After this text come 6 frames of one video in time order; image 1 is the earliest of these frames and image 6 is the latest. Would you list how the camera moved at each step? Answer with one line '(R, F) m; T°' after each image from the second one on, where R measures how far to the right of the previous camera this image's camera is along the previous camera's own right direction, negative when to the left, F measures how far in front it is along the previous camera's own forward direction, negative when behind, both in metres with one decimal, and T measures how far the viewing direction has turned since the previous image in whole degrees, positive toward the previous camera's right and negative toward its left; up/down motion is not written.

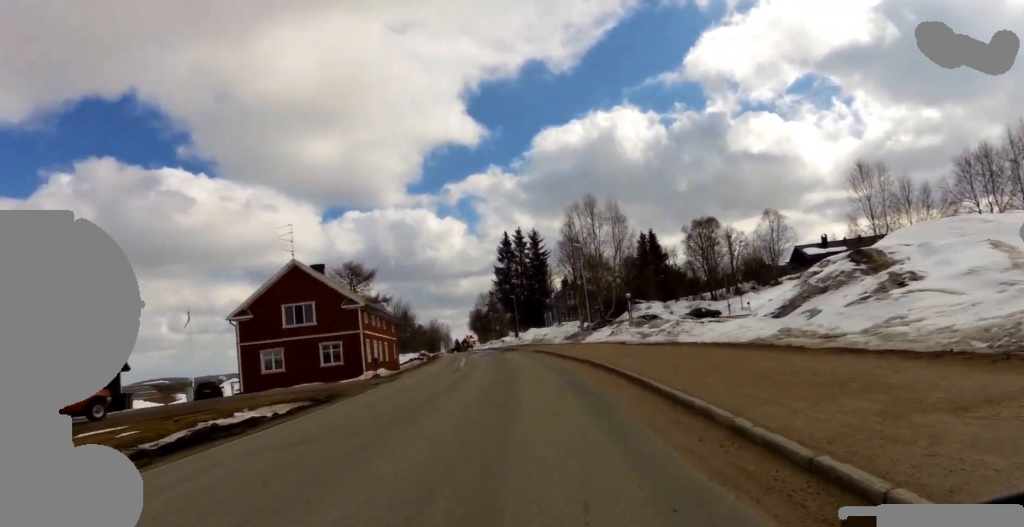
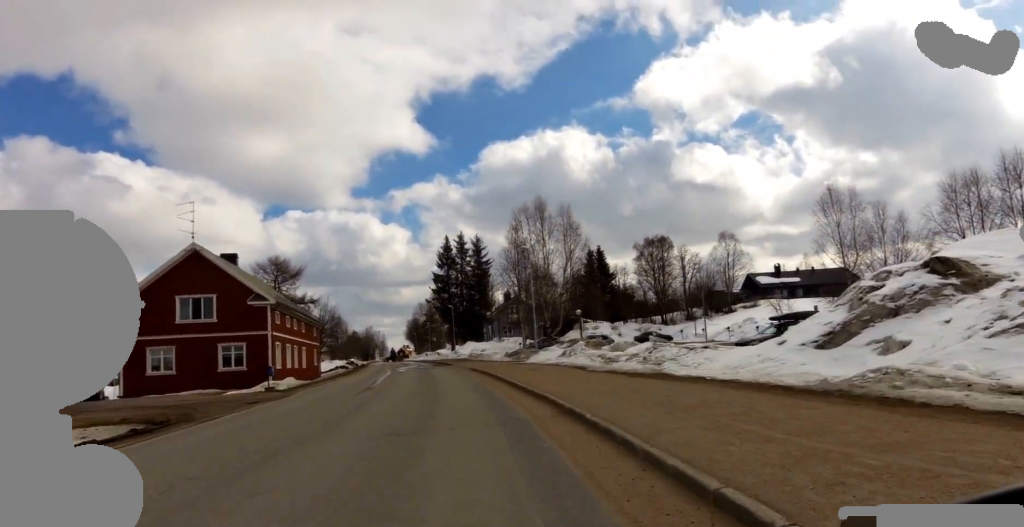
(+0.8, +5.4) m; 0°
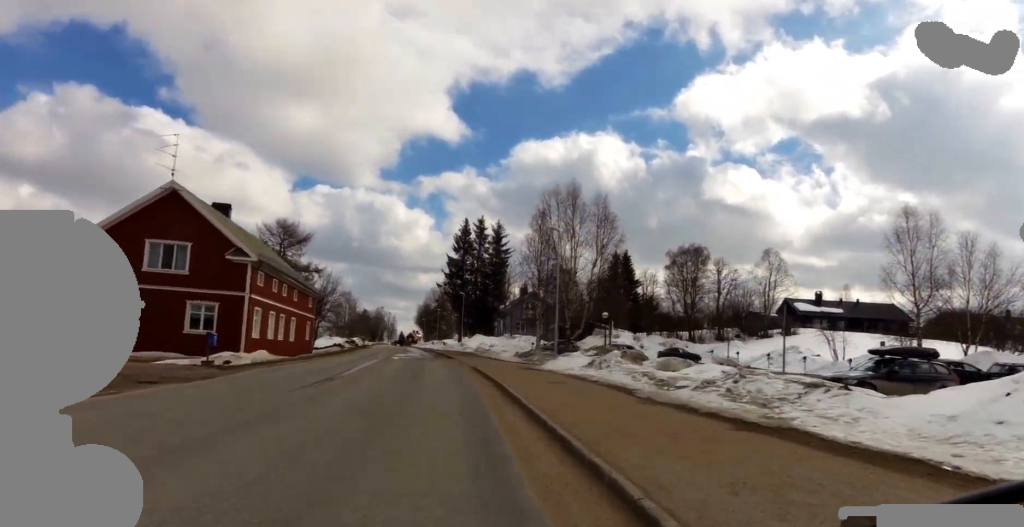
(-1.0, +5.7) m; -6°
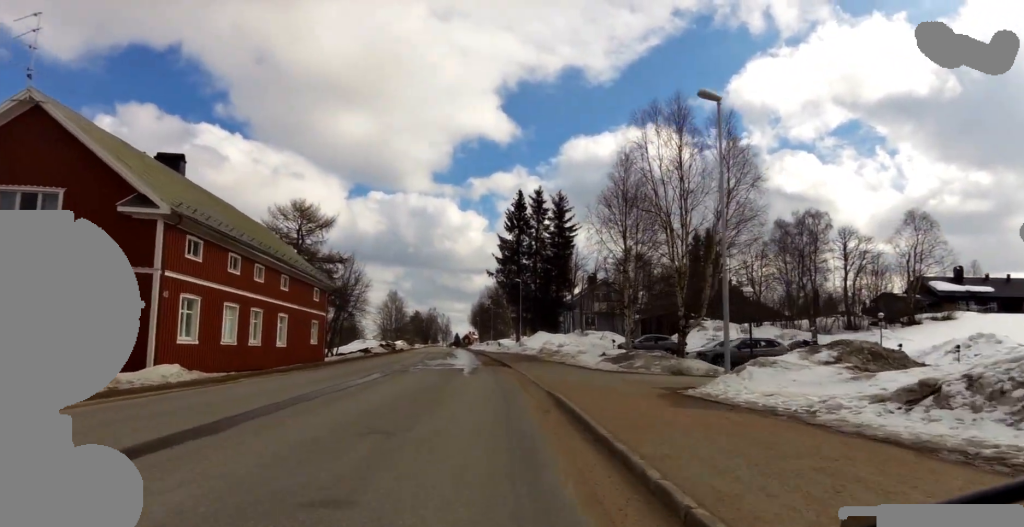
(-0.3, +14.2) m; +5°
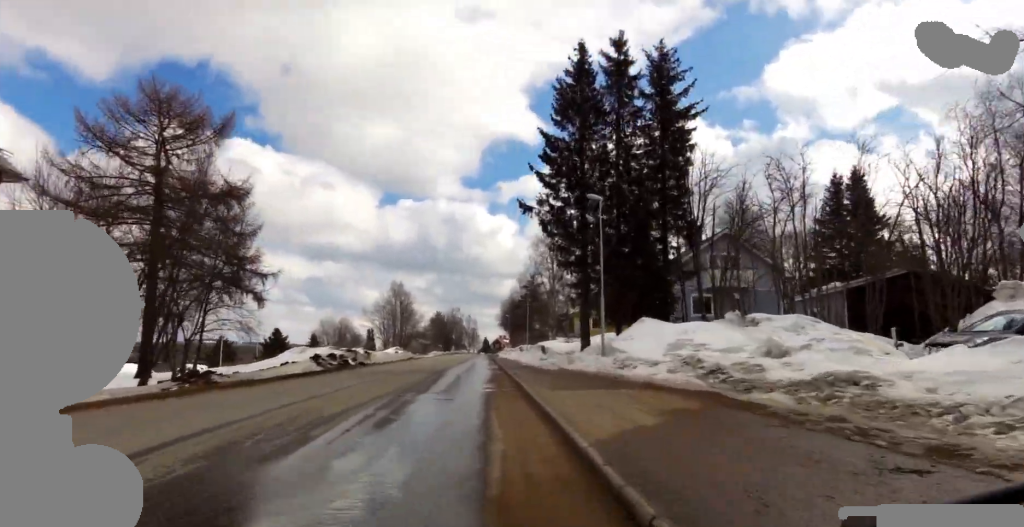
(-1.2, +30.4) m; -2°
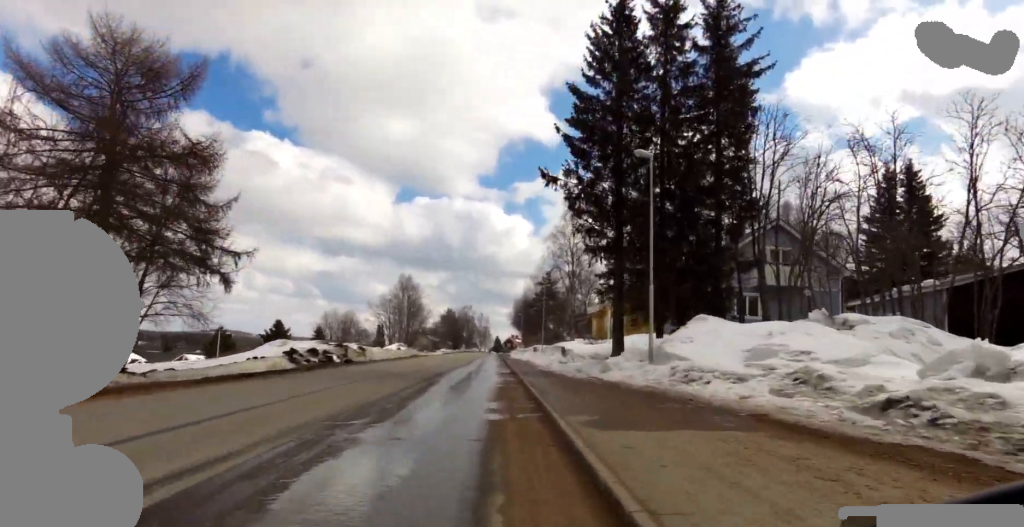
(+0.6, +5.6) m; 0°
